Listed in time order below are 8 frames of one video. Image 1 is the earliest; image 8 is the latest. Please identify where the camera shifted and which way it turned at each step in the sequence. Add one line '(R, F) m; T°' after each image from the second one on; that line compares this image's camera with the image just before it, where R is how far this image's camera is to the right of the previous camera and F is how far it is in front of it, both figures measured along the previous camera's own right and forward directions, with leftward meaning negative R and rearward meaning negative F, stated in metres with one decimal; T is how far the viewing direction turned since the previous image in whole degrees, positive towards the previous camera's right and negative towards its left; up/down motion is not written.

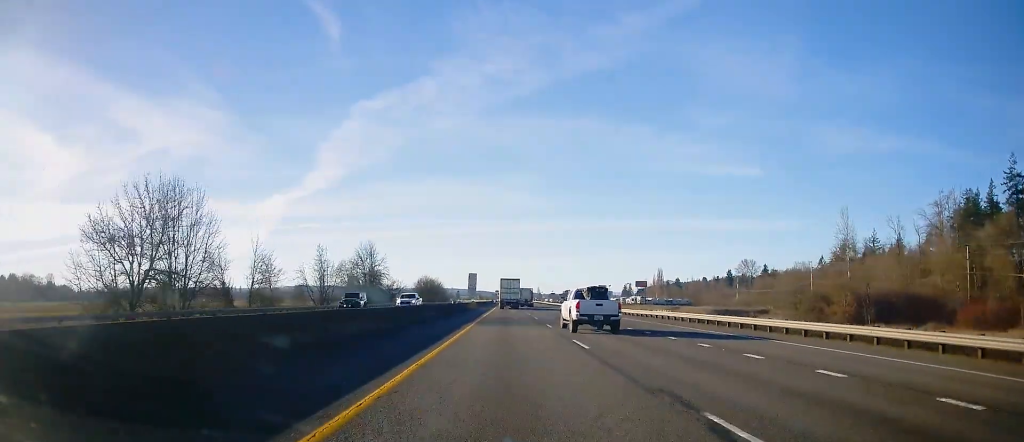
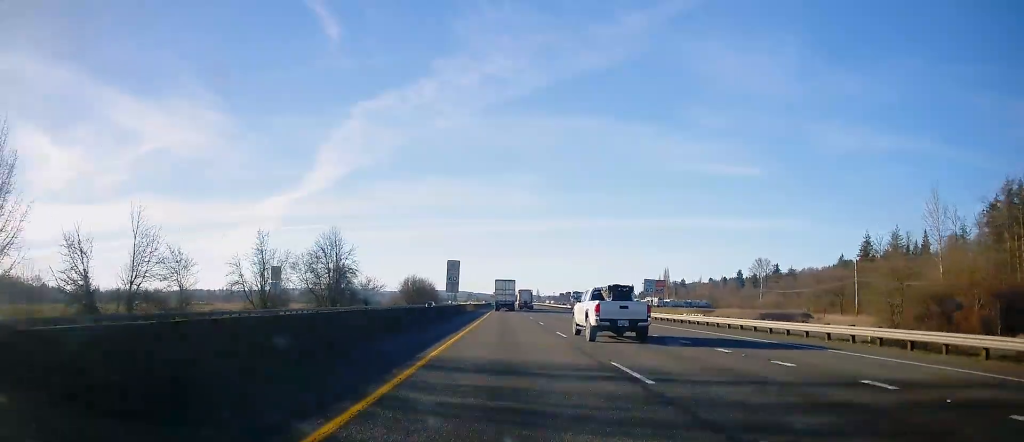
(-0.2, +30.8) m; 0°
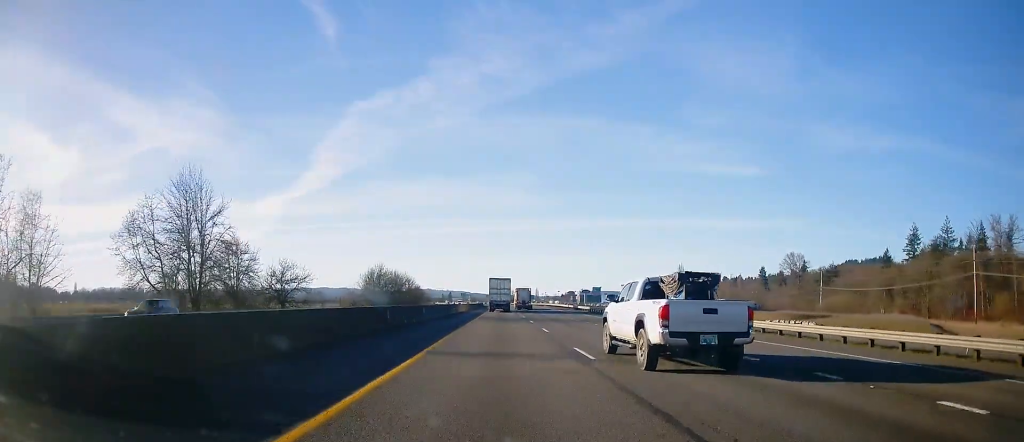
(+0.4, +57.1) m; 0°
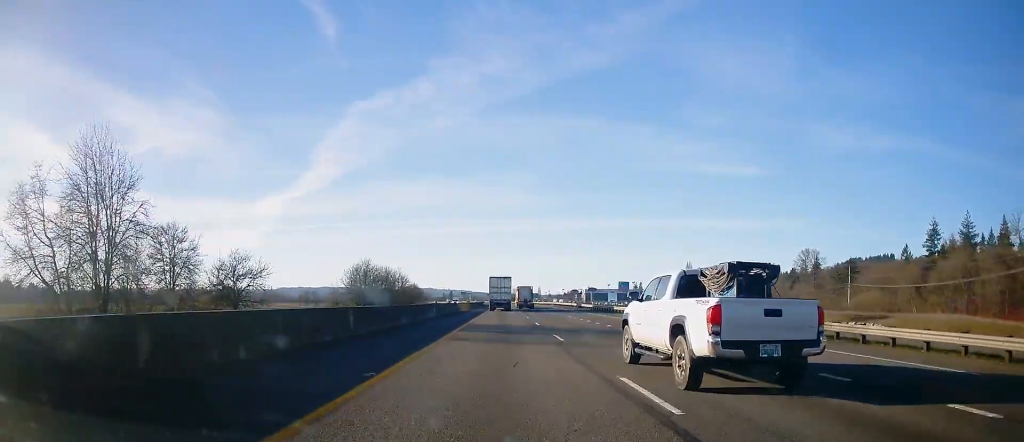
(0.0, +18.6) m; 0°
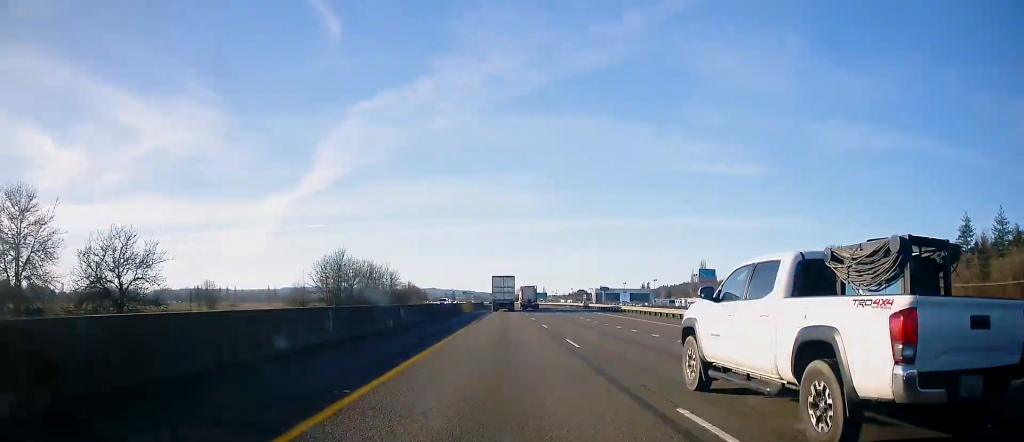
(0.0, +27.3) m; 0°
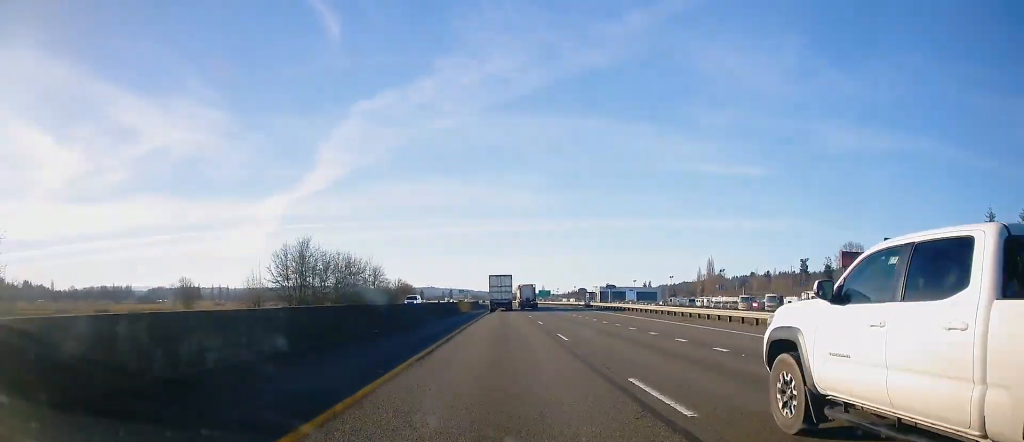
(-0.3, +21.6) m; 0°
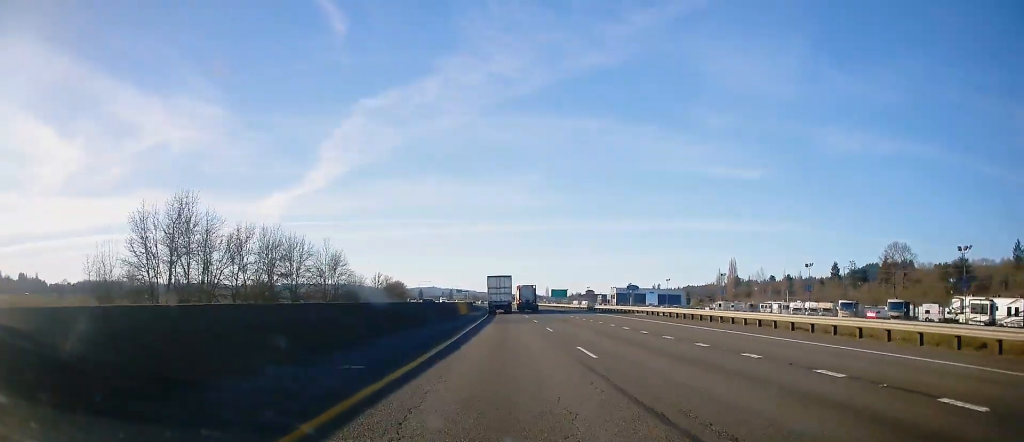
(+0.2, +42.0) m; 0°
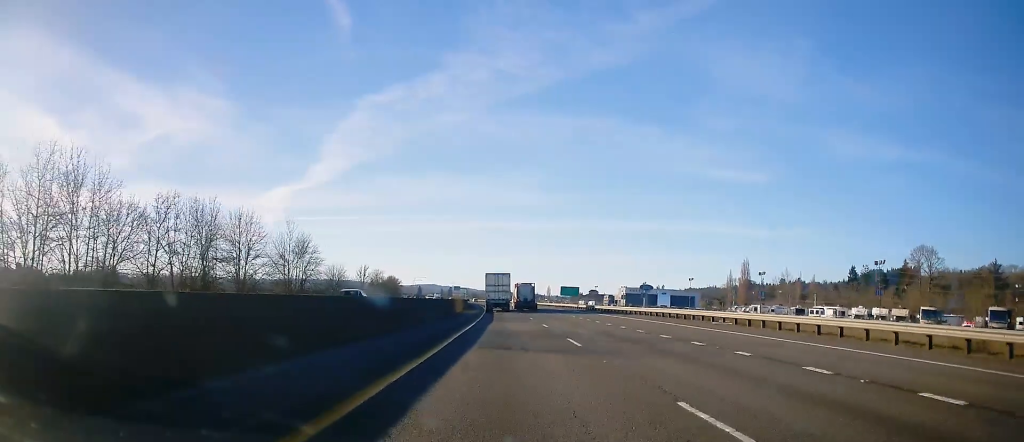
(0.0, +21.3) m; -1°
